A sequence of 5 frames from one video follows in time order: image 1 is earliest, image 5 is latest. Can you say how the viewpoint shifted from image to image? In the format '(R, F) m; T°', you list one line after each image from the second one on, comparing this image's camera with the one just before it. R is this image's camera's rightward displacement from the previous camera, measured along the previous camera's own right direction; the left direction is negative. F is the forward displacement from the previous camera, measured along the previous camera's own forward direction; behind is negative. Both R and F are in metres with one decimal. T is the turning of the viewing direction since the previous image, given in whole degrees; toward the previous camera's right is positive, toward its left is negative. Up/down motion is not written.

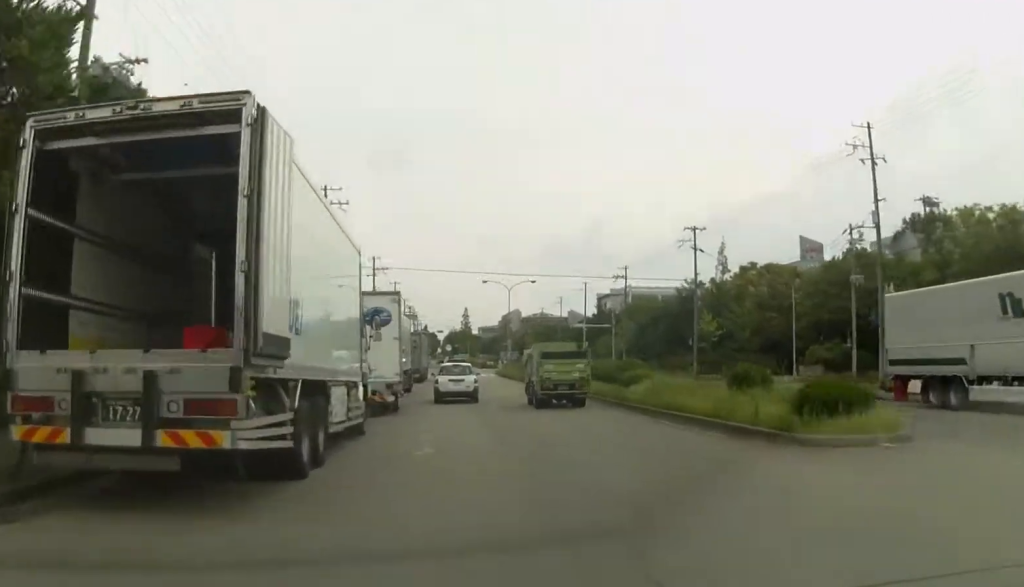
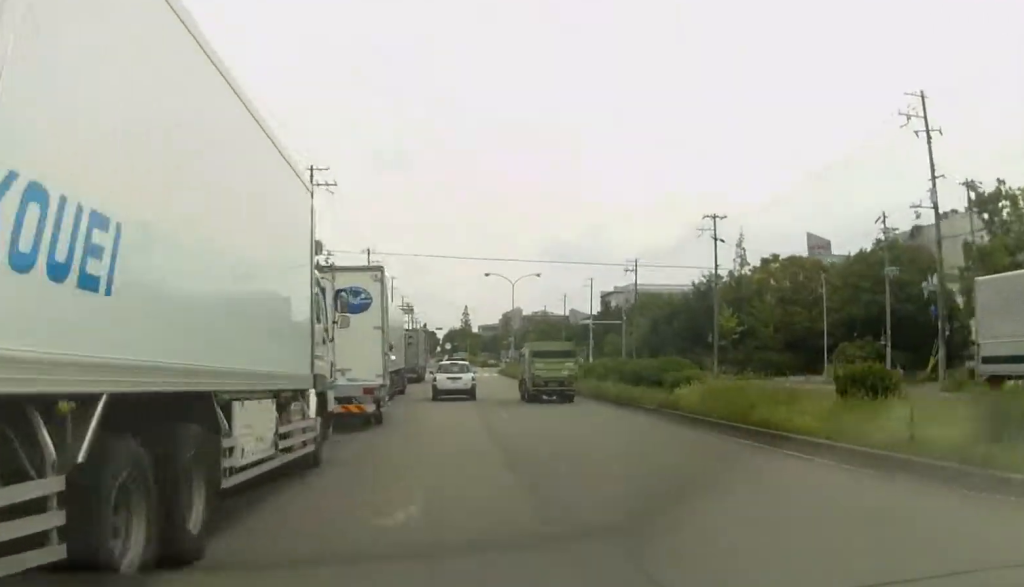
(0.0, +5.2) m; 0°
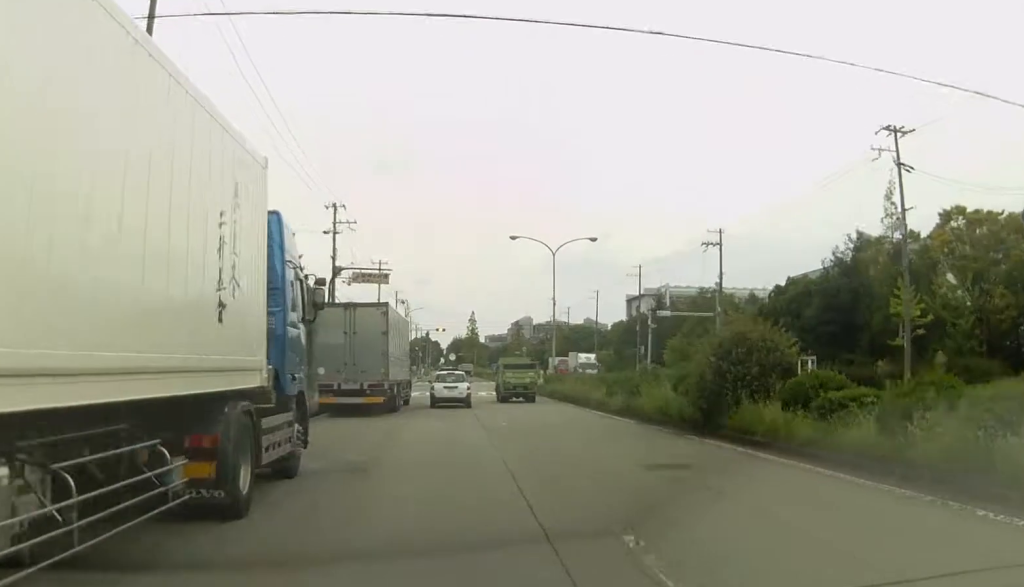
(+0.5, +27.9) m; +1°
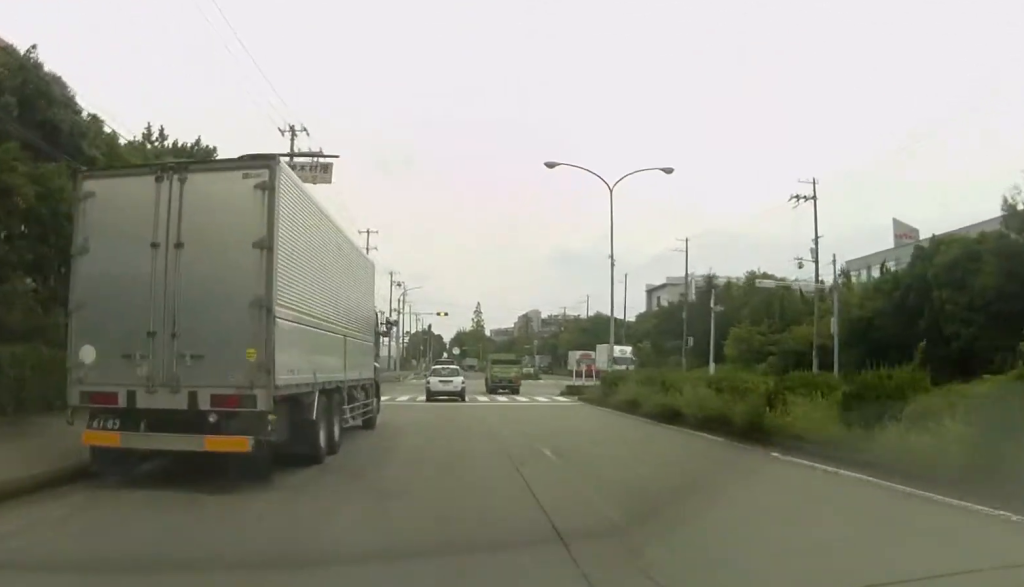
(-0.6, +15.8) m; -2°
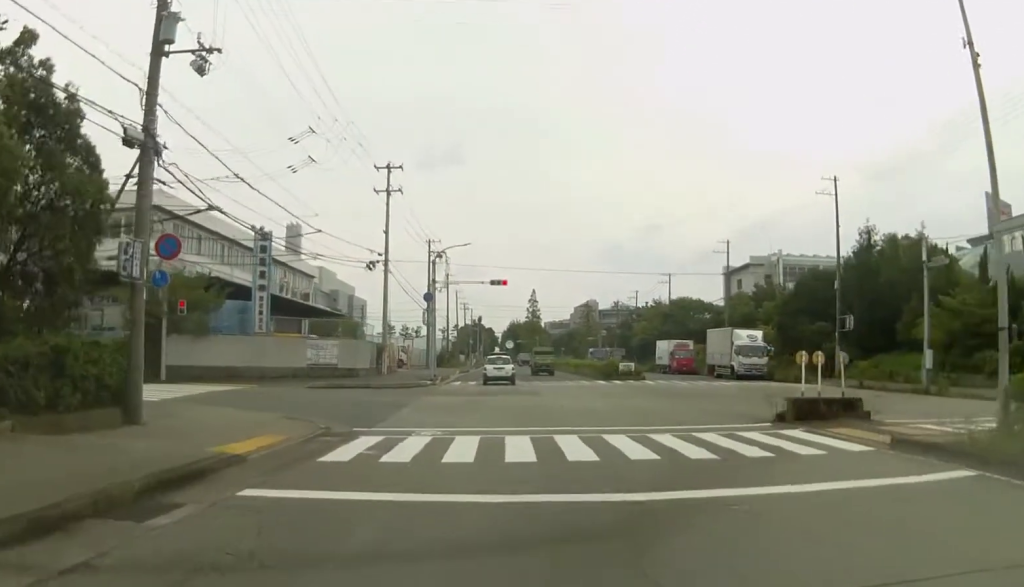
(+0.3, +27.5) m; -4°
